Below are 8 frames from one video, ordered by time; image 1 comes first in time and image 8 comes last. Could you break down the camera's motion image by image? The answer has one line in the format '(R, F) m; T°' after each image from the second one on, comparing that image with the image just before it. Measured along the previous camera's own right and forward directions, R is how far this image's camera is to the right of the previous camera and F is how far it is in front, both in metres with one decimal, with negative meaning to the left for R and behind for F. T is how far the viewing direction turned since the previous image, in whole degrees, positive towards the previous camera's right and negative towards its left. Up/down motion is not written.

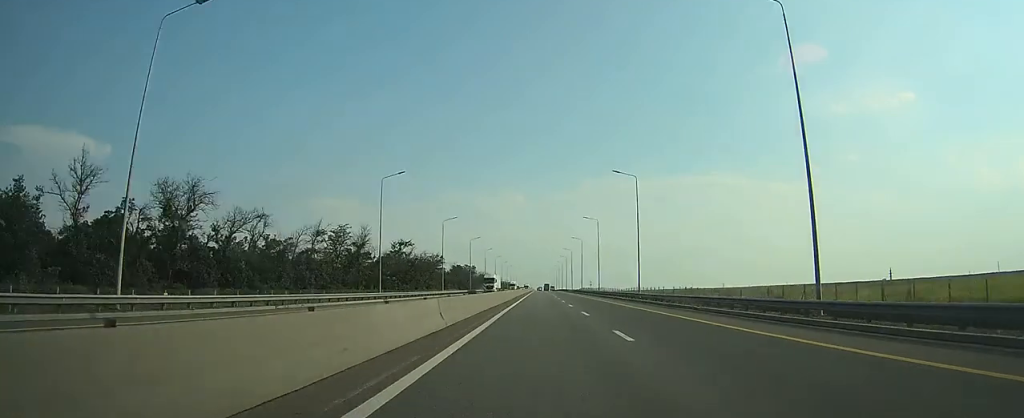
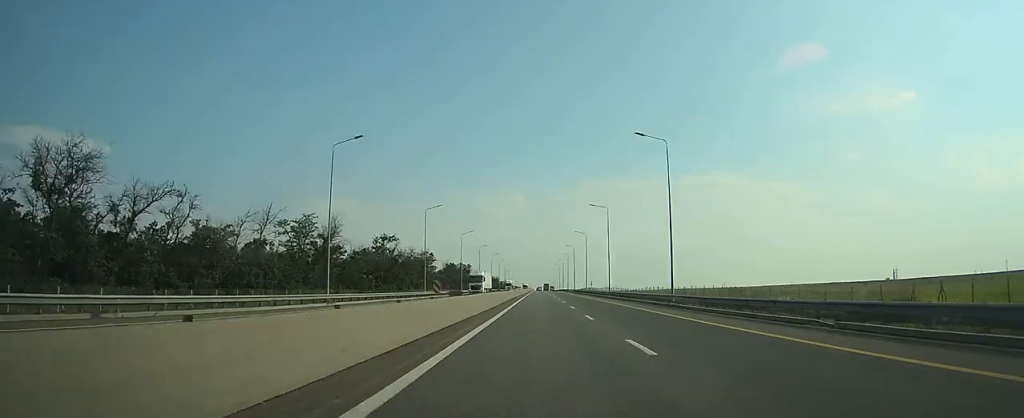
(0.0, +14.9) m; 0°
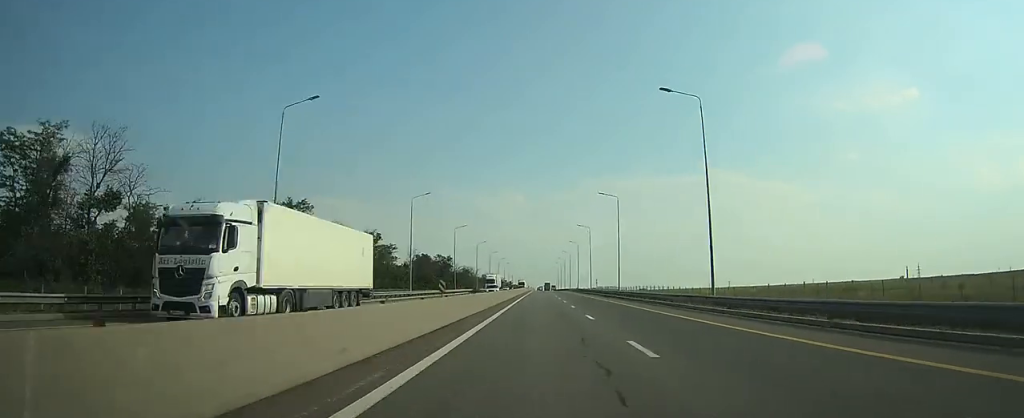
(+0.1, +49.0) m; 0°
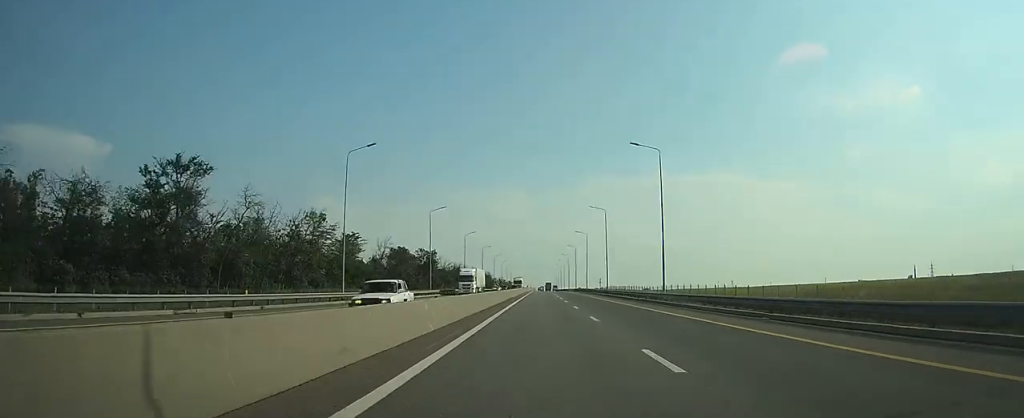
(0.0, +26.0) m; 0°
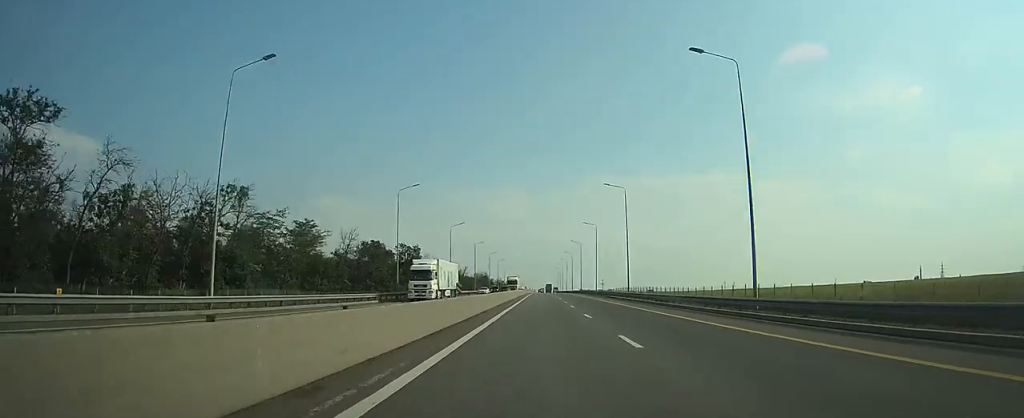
(0.0, +20.3) m; 0°
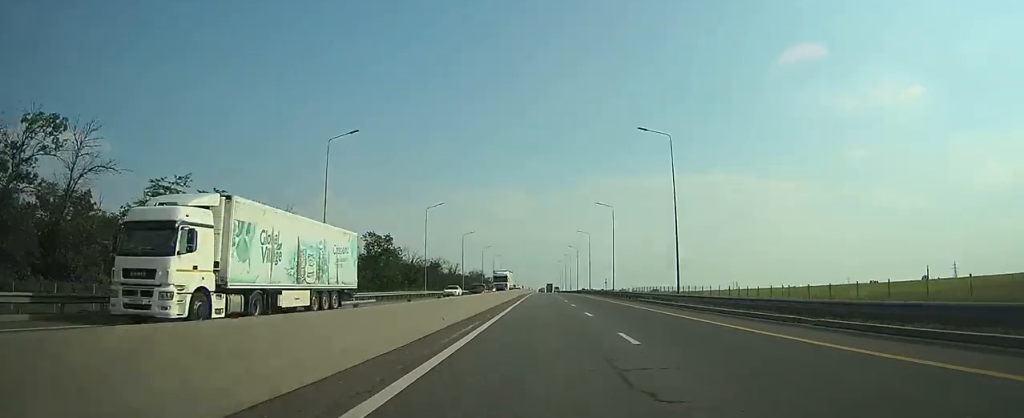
(-0.1, +23.6) m; 0°
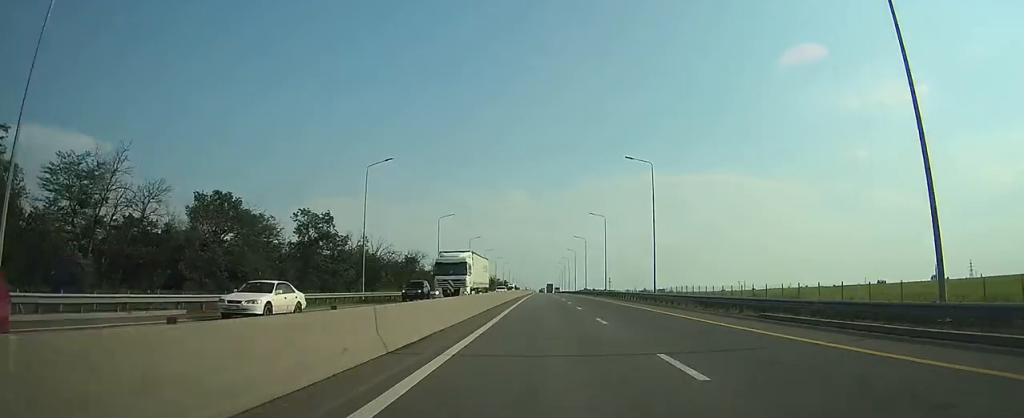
(-0.1, +29.0) m; 0°
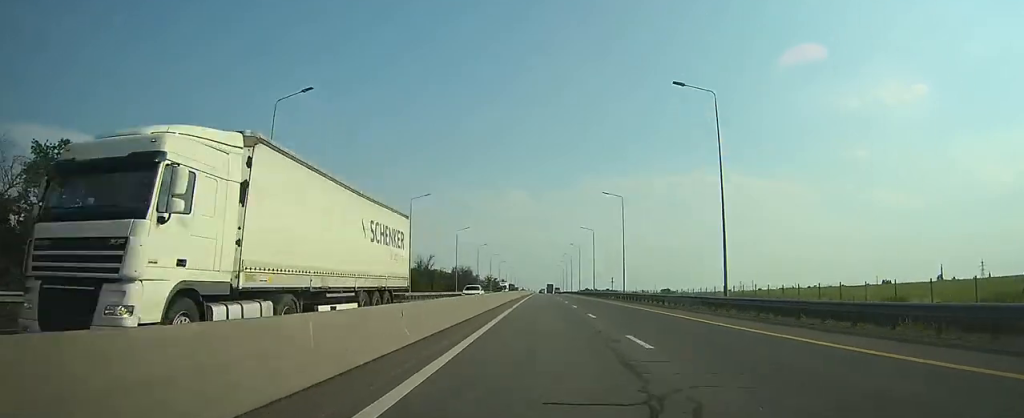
(0.0, +20.1) m; 0°
